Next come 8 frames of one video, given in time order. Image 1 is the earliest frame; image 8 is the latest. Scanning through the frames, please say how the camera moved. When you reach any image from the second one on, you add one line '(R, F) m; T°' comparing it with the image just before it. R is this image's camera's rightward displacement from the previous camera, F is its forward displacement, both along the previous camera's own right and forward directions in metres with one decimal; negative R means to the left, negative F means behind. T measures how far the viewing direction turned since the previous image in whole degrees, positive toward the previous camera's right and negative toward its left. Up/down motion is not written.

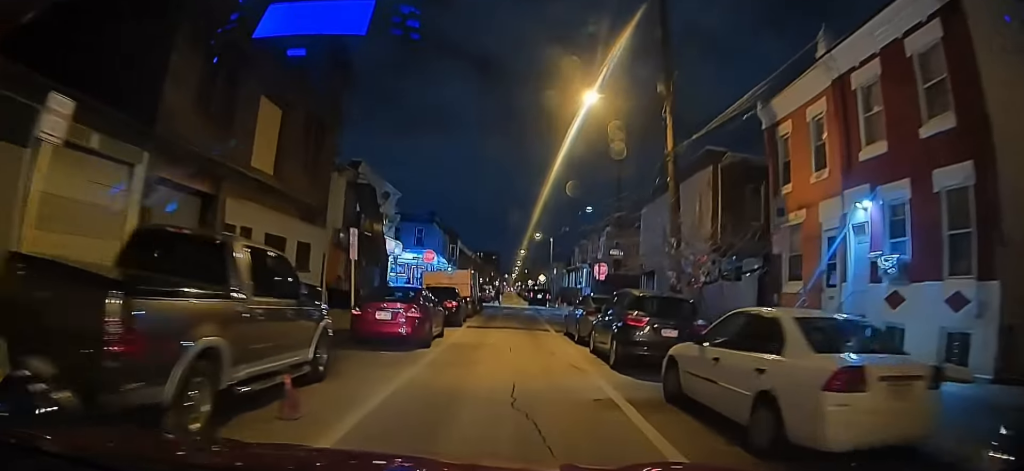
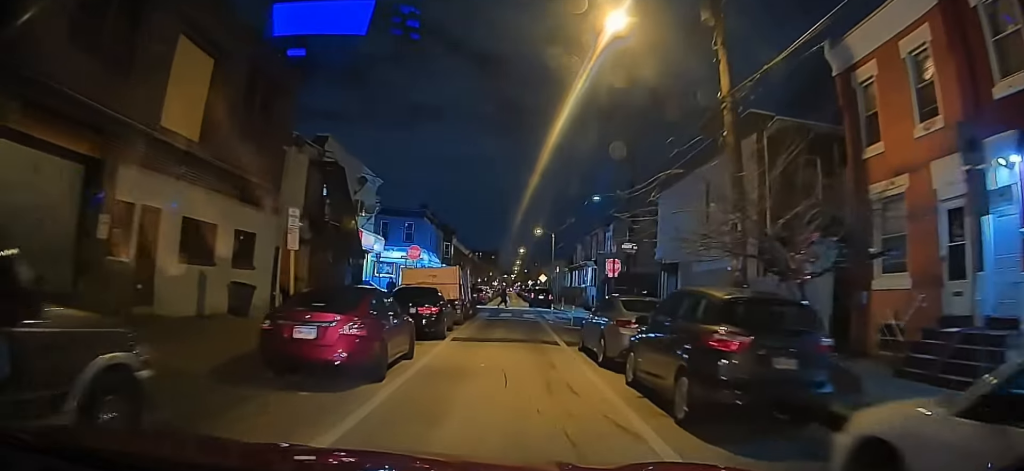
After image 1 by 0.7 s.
(0.0, +4.5) m; -1°
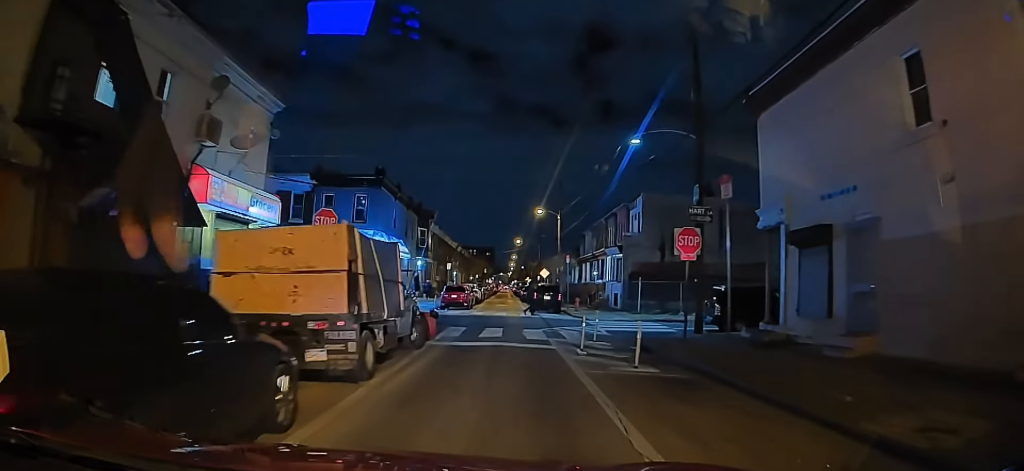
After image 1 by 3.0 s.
(0.0, +12.5) m; 0°
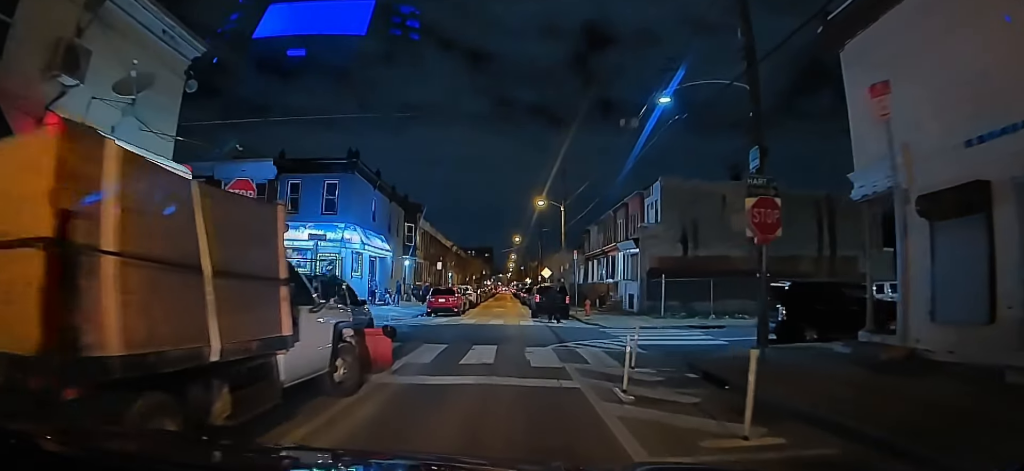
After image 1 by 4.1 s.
(0.0, +4.5) m; 0°
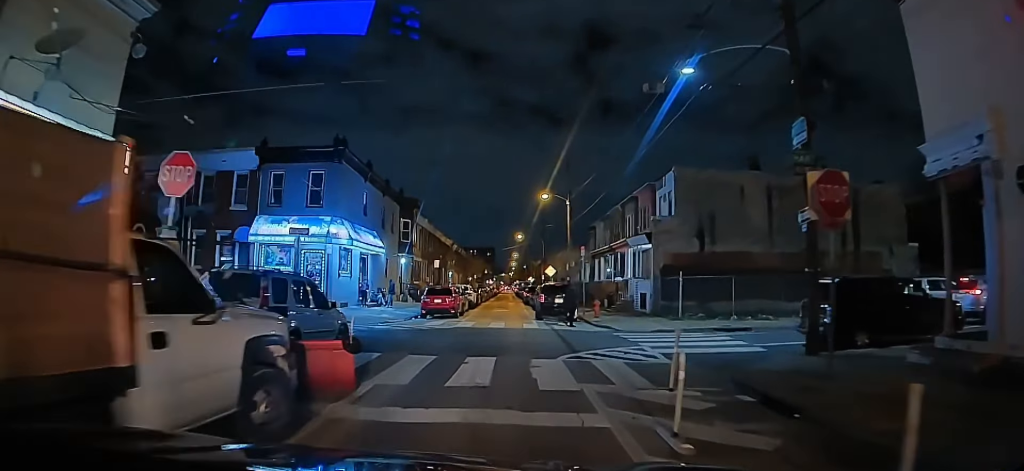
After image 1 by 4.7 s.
(0.0, +2.1) m; 0°
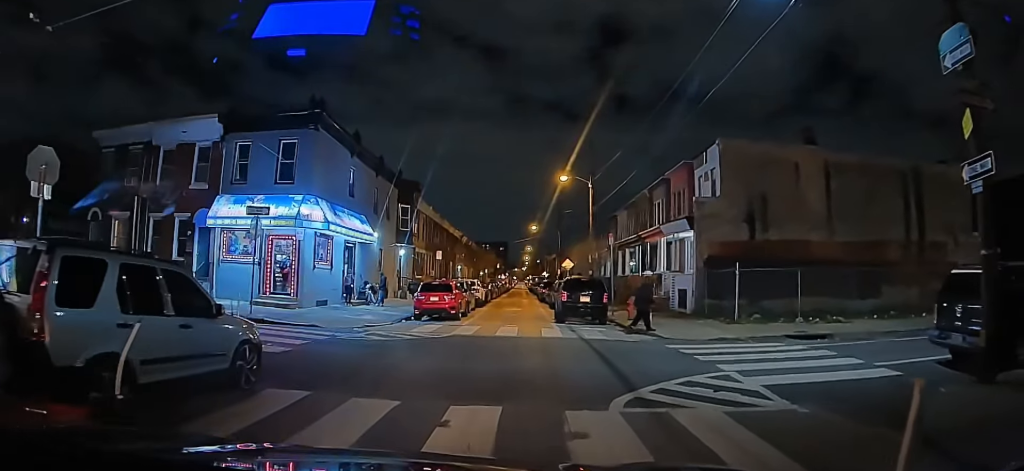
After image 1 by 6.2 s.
(-0.1, +4.9) m; -2°
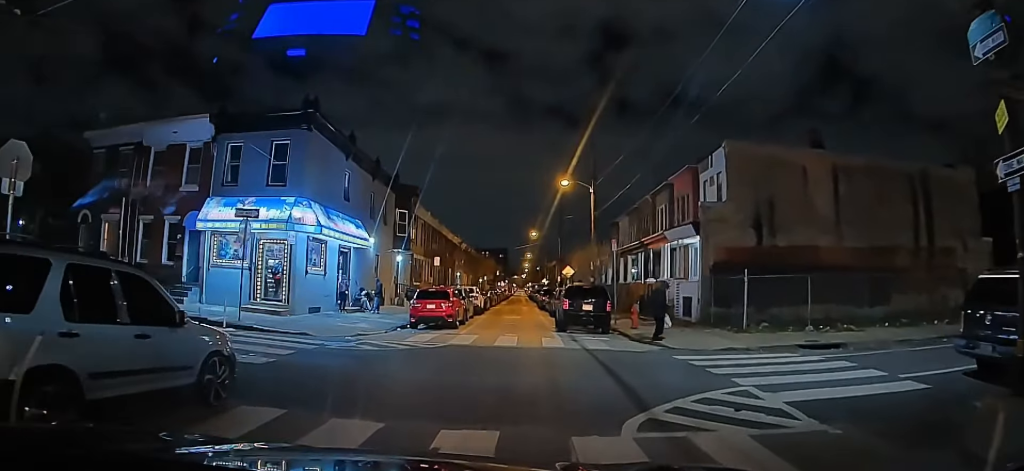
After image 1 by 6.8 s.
(0.0, +1.6) m; +1°
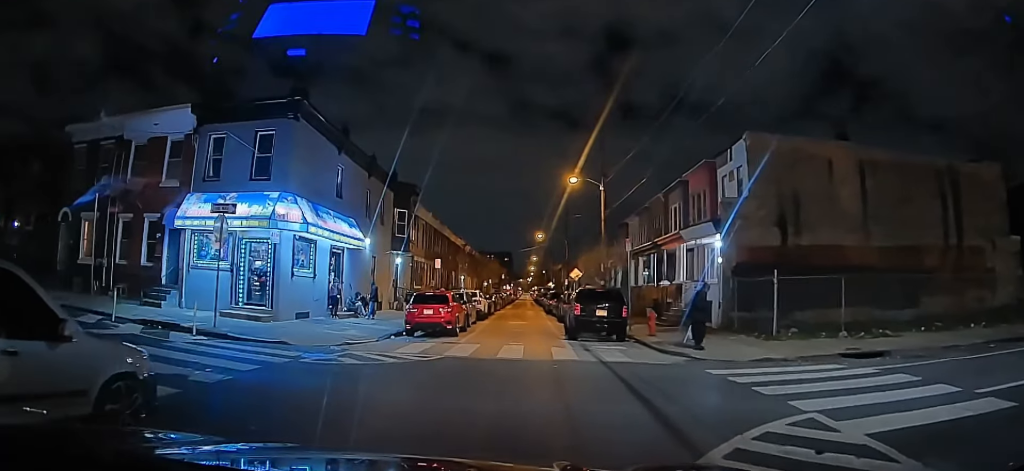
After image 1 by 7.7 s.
(+0.1, +2.9) m; +4°
